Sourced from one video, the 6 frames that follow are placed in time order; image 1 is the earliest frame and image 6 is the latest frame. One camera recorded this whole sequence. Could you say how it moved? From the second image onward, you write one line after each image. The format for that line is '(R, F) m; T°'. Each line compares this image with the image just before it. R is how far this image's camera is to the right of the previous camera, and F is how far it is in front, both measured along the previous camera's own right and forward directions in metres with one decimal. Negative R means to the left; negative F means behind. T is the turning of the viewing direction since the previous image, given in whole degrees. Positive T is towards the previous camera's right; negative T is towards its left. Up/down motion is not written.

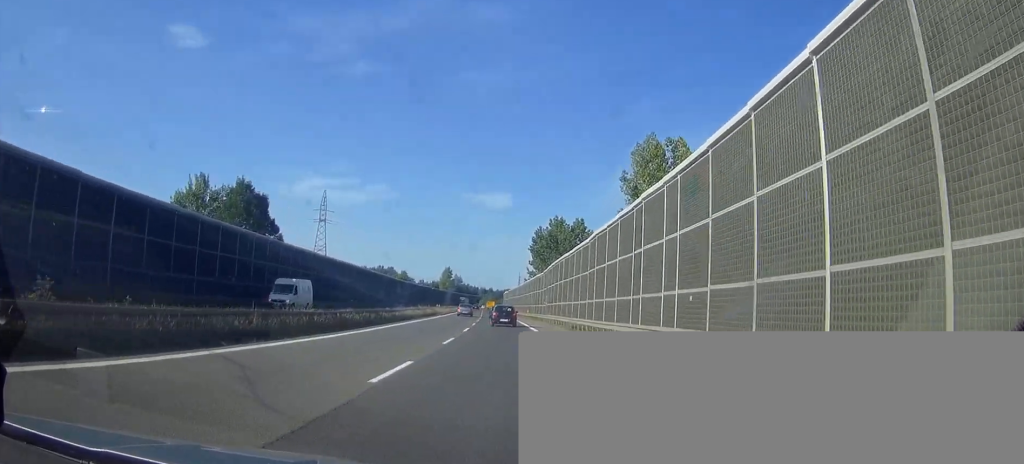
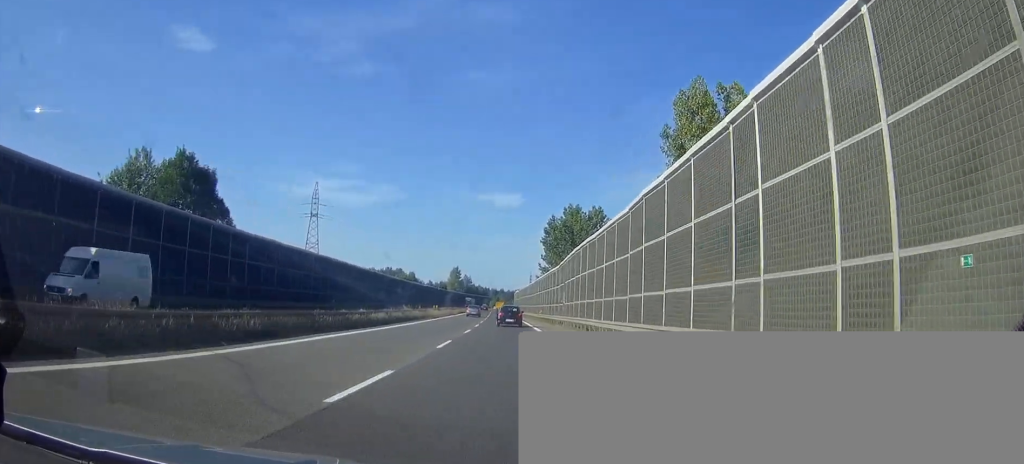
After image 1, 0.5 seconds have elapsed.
(-0.3, +14.4) m; -1°
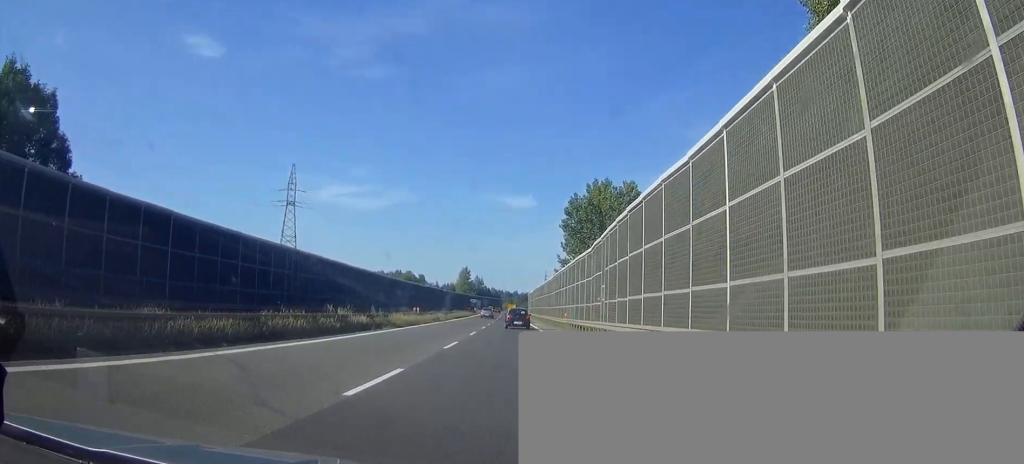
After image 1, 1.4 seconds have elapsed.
(-0.2, +23.5) m; -1°
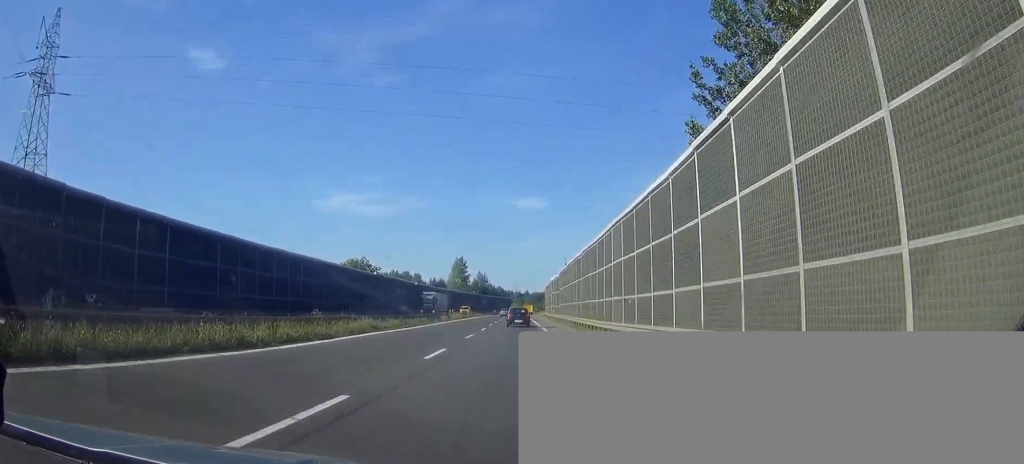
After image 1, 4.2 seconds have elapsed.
(-1.2, +77.0) m; -1°
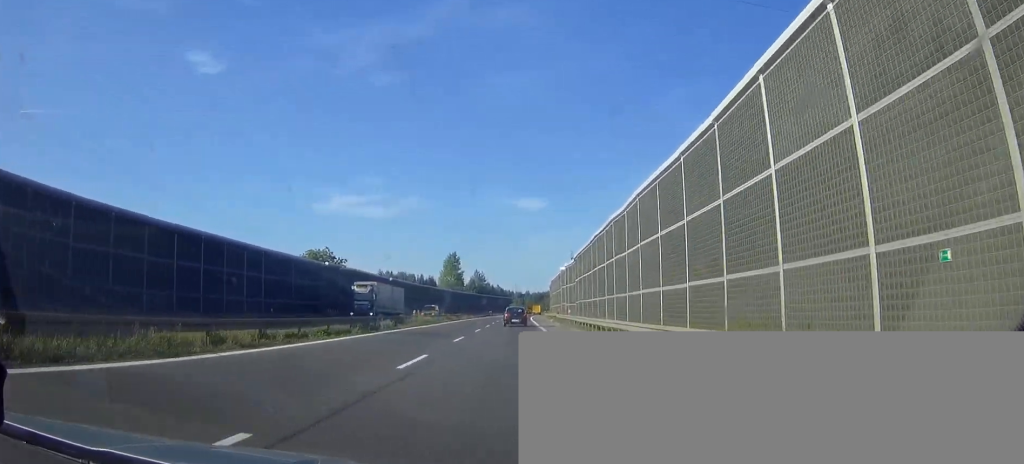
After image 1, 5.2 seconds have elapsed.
(-0.1, +26.9) m; 0°
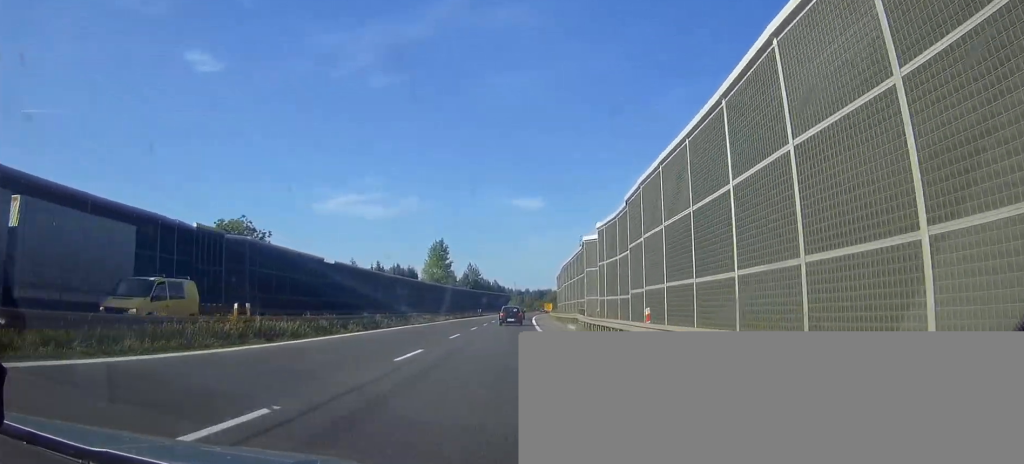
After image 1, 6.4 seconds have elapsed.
(-0.1, +34.4) m; 0°
